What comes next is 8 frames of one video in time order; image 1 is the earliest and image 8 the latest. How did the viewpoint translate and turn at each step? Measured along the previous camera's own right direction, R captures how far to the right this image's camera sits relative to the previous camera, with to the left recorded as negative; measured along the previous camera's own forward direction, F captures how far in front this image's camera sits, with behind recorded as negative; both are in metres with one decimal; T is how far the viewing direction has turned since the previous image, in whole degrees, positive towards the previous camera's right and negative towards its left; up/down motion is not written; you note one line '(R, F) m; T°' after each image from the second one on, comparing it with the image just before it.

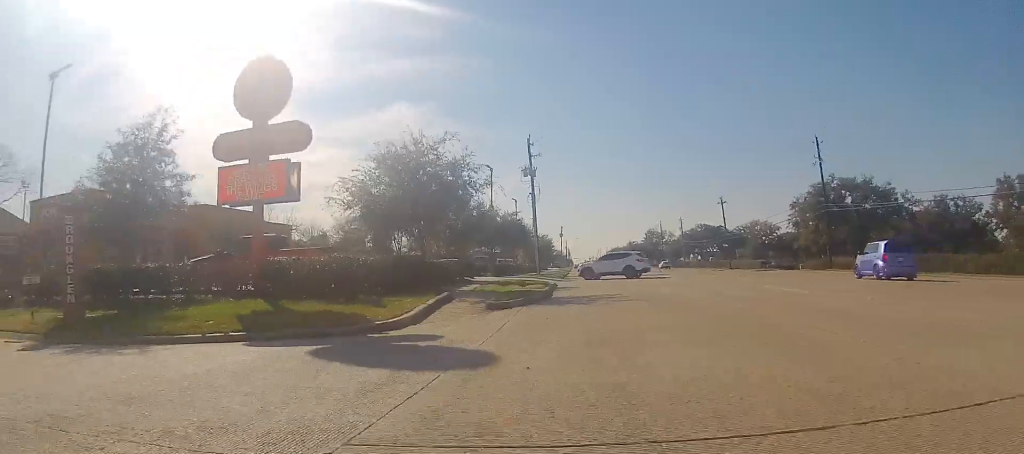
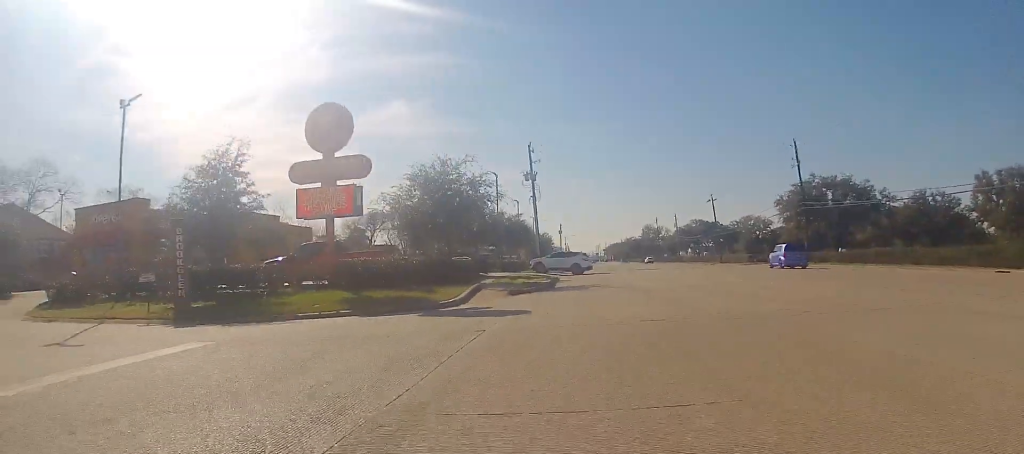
(0.0, +5.3) m; 0°
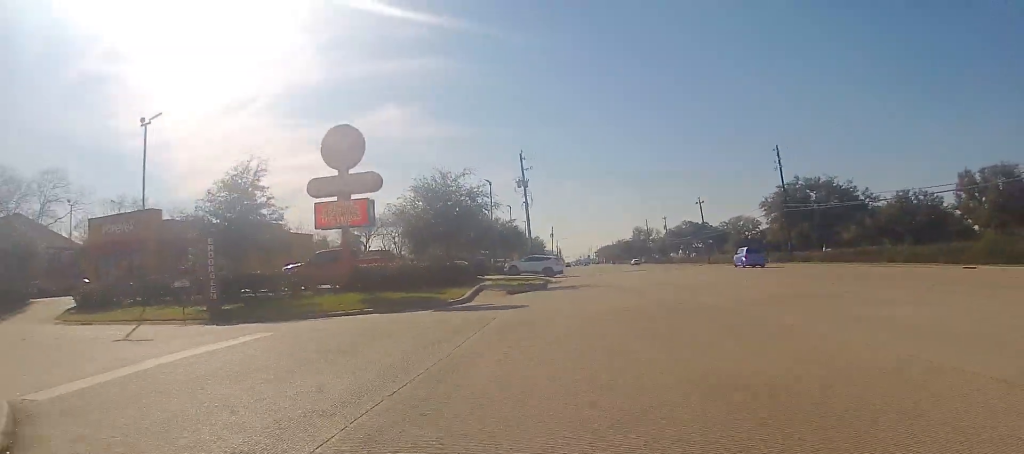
(0.0, +2.5) m; -1°
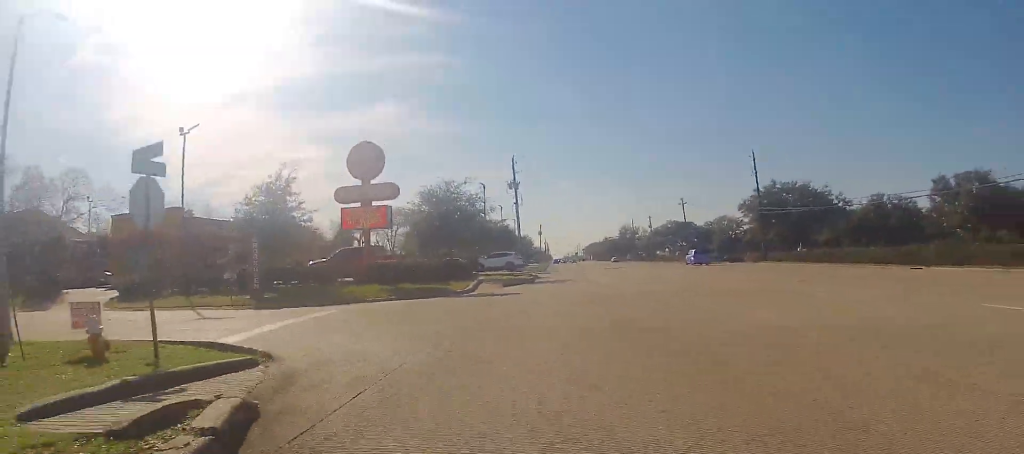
(0.0, +4.6) m; 0°
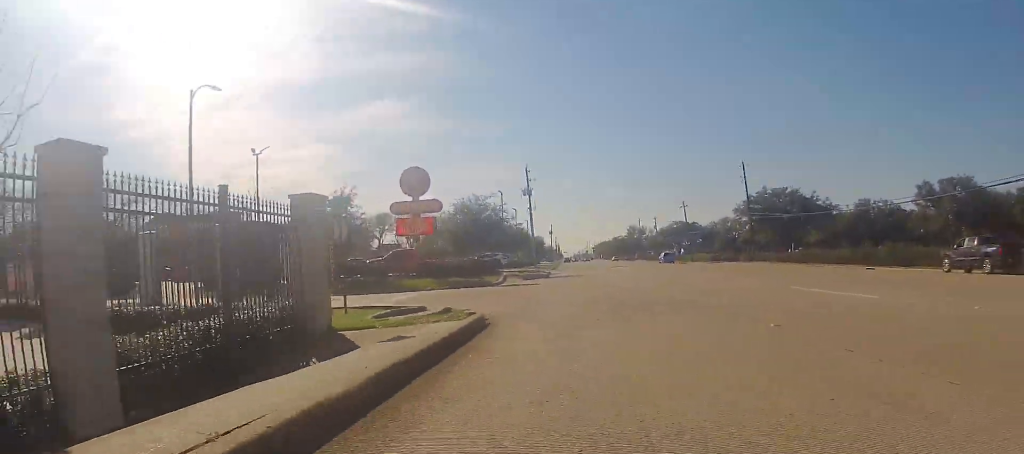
(0.0, +7.8) m; +1°
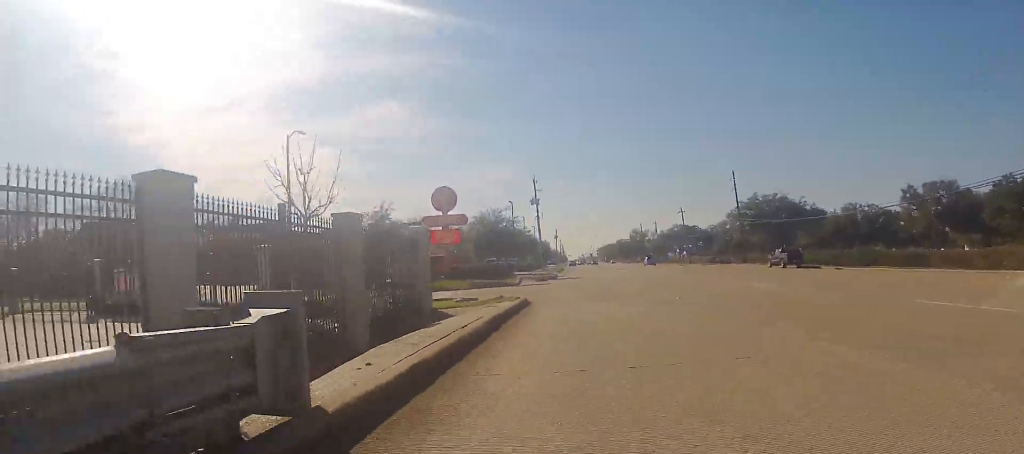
(+0.1, +6.9) m; +1°
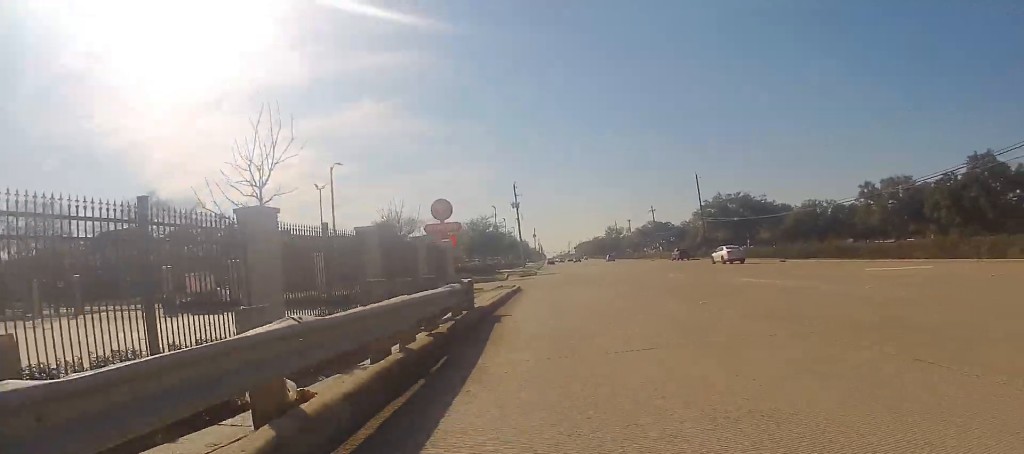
(0.0, +8.1) m; 0°
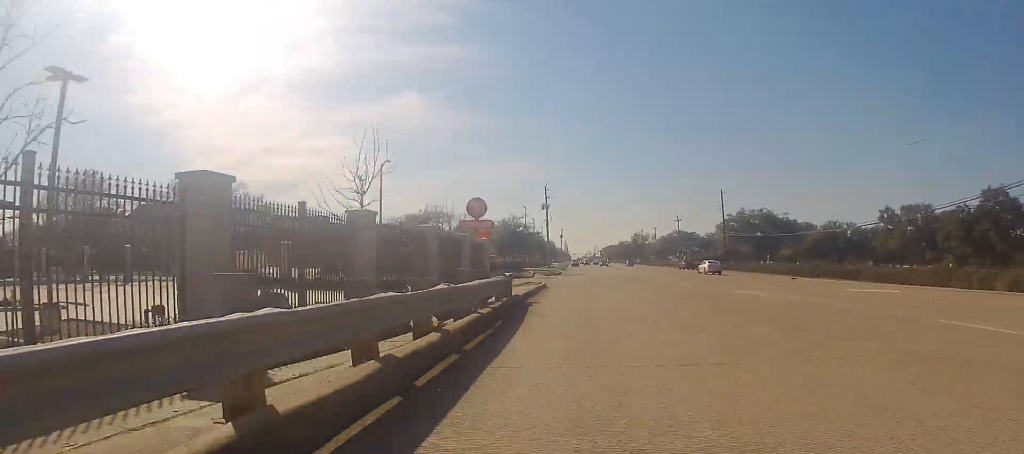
(0.0, +3.4) m; 0°
